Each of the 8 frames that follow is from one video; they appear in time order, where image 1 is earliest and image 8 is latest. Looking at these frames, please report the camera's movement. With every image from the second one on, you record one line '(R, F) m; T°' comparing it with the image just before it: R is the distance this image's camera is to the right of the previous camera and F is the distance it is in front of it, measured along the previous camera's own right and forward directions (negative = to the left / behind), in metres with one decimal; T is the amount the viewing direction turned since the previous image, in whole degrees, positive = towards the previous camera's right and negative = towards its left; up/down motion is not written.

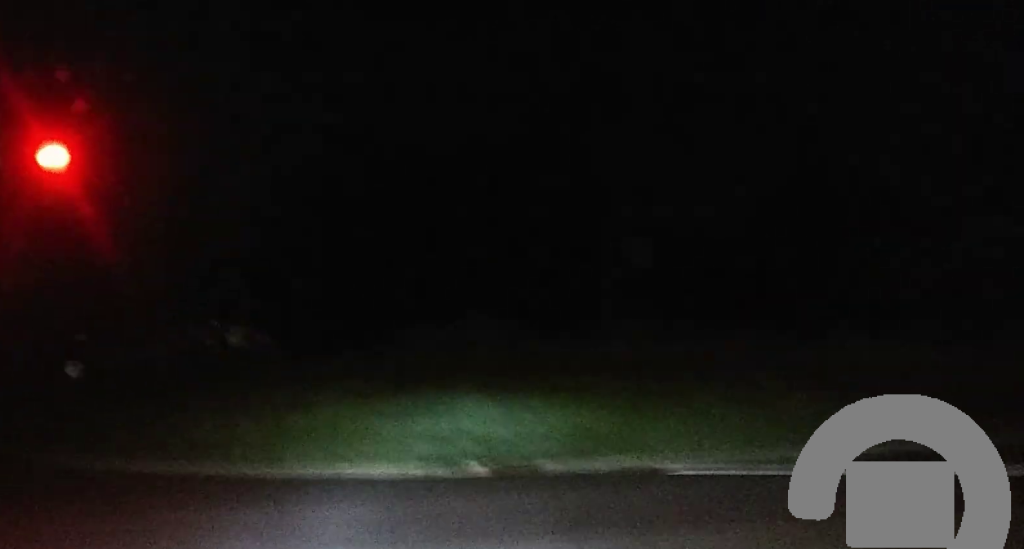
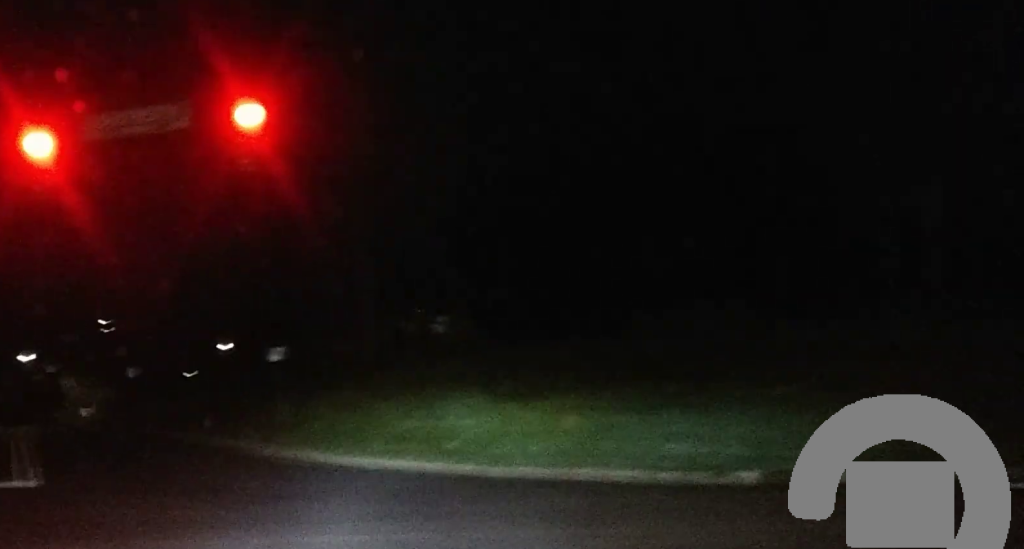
(-0.1, +3.2) m; -8°
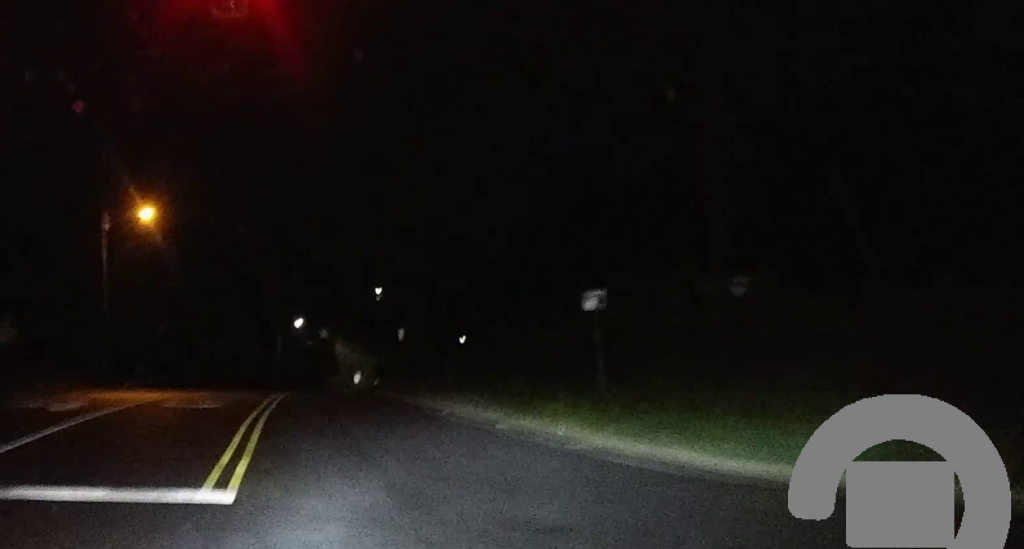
(-0.9, +7.6) m; -16°
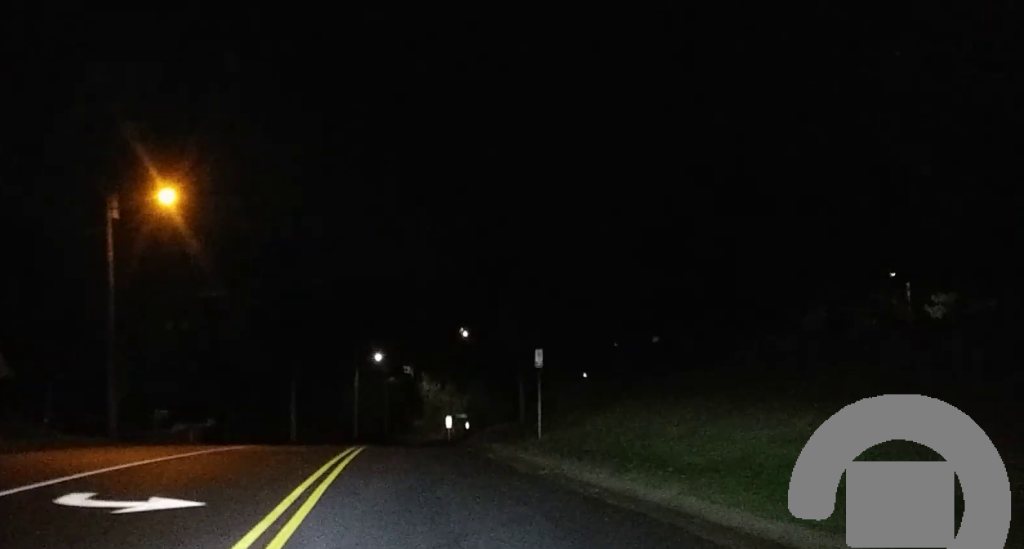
(-1.3, +15.2) m; -3°
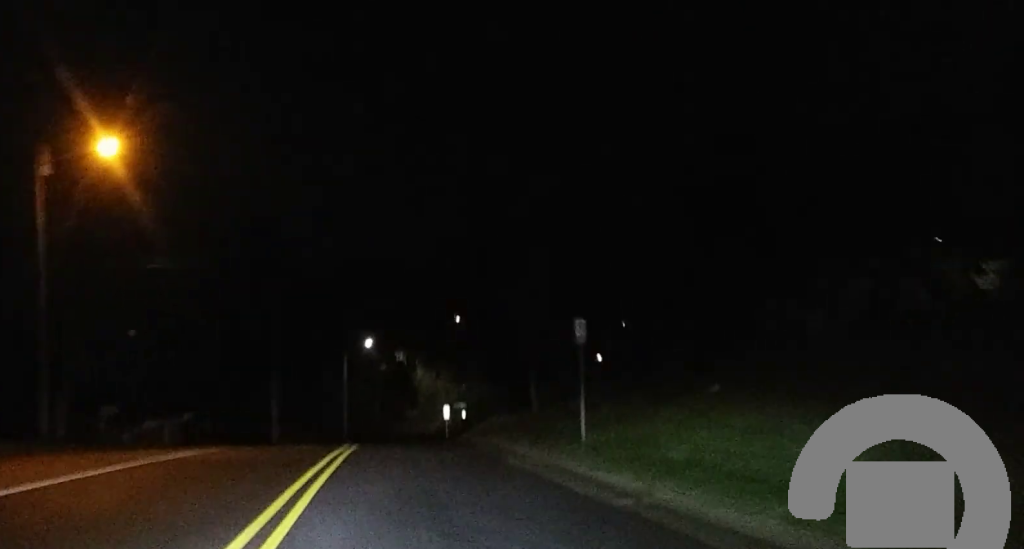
(-0.1, +5.3) m; 0°
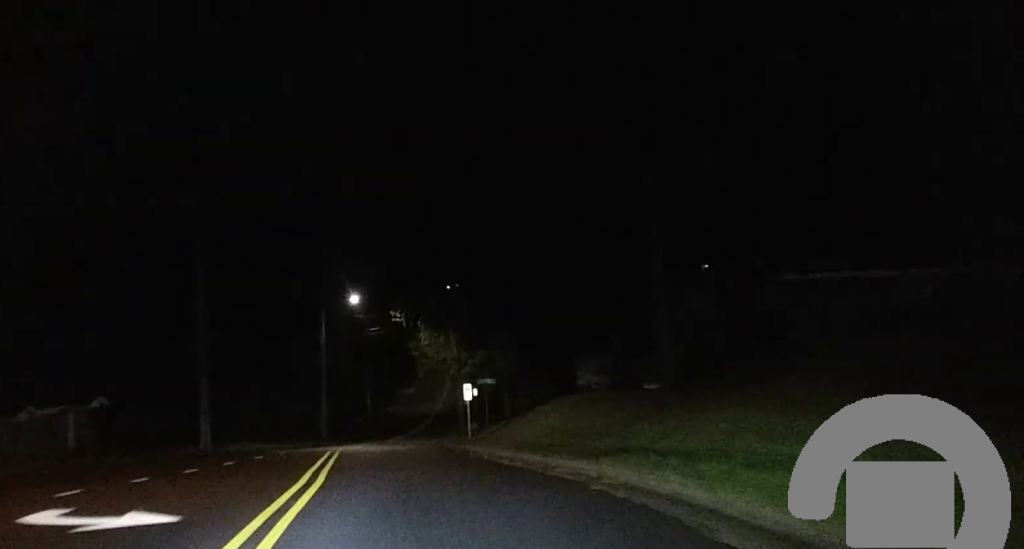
(+0.6, +22.6) m; +3°
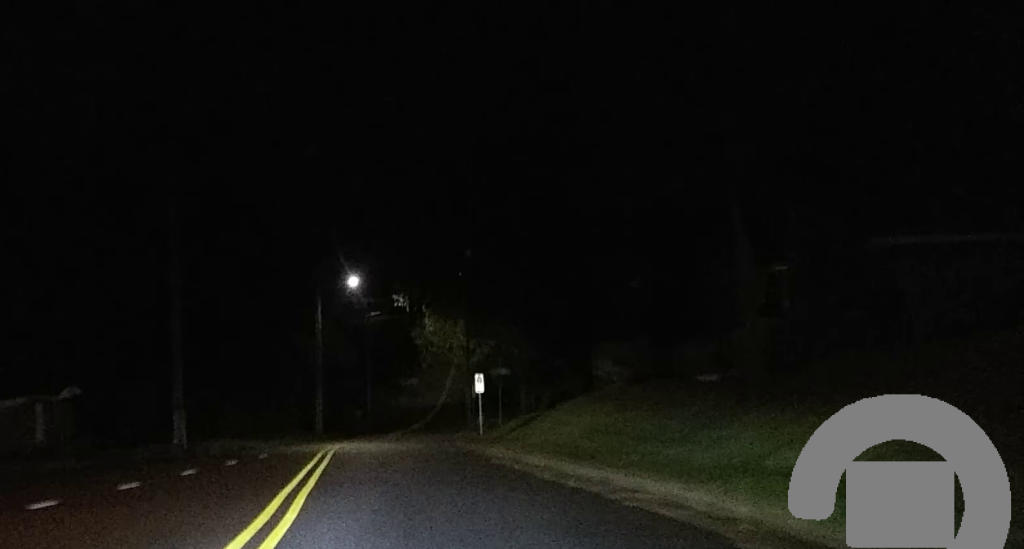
(0.0, +5.1) m; 0°
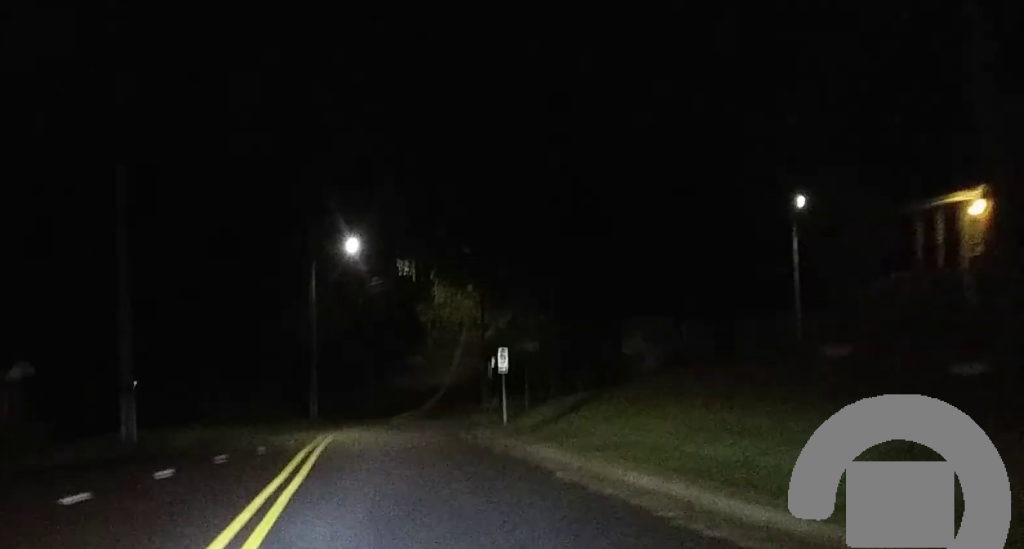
(-0.1, +6.6) m; 0°
